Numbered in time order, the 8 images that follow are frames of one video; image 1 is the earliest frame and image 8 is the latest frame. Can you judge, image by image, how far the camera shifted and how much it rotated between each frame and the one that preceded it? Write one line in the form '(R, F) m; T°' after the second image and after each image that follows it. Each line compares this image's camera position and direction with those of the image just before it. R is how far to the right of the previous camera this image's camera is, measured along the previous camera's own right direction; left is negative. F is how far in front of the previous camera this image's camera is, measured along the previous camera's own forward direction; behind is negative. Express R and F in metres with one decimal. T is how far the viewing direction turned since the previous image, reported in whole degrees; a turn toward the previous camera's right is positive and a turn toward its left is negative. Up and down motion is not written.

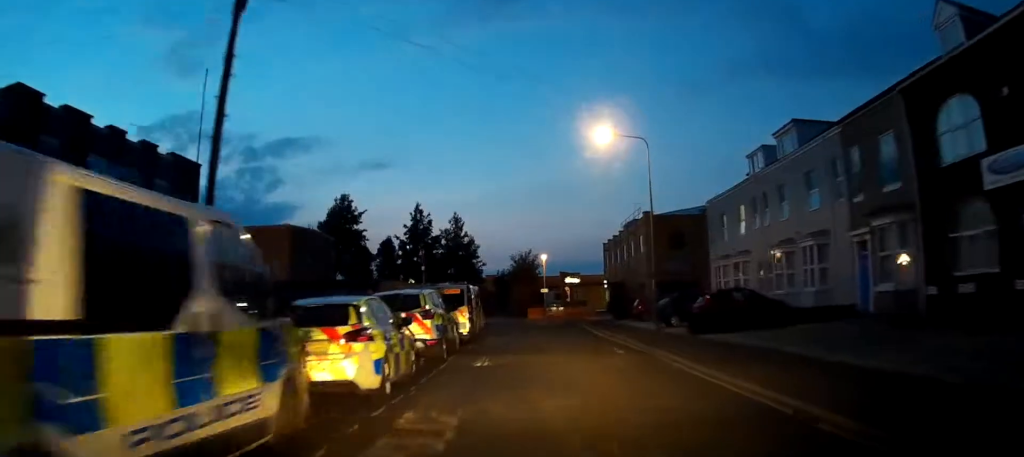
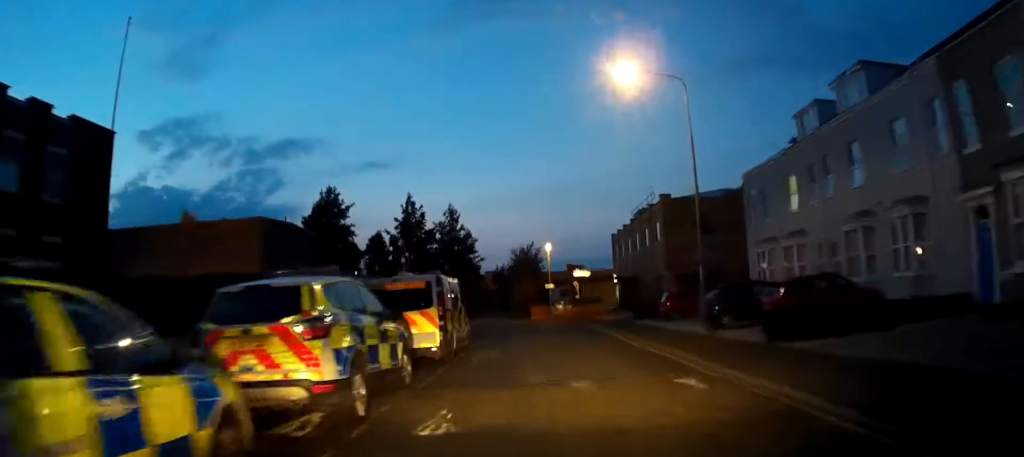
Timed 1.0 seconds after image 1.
(0.0, +7.3) m; 0°
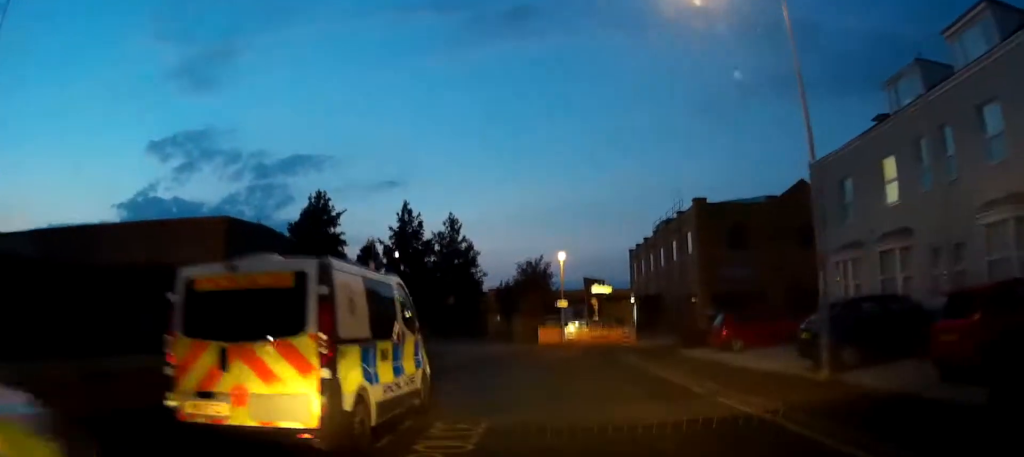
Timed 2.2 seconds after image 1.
(0.0, +8.2) m; 0°
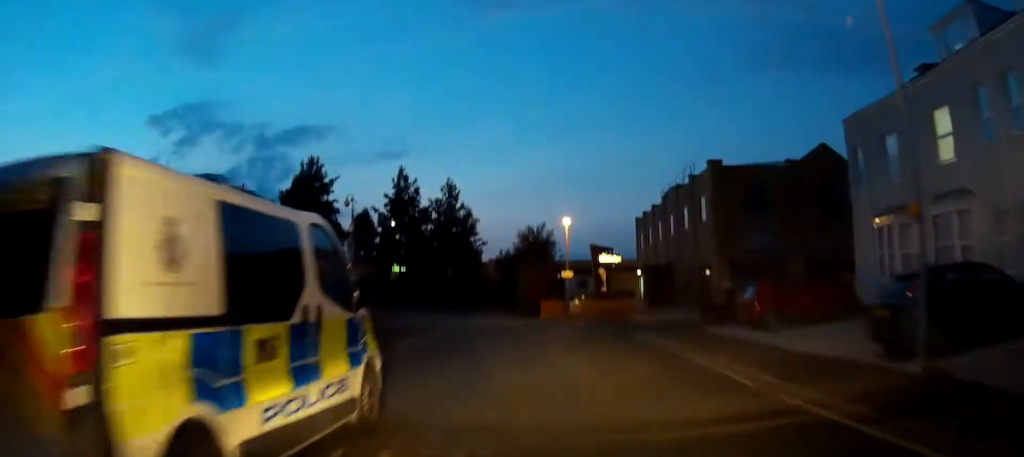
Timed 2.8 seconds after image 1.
(0.0, +3.3) m; 0°
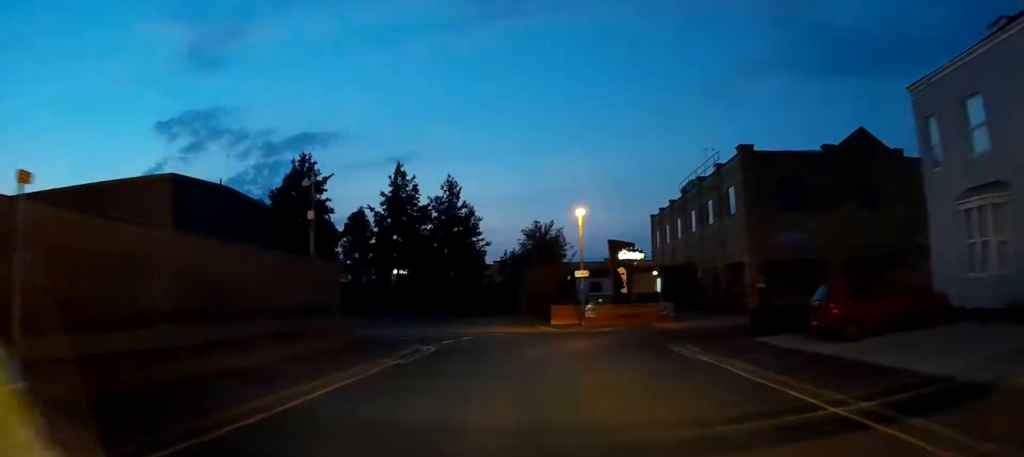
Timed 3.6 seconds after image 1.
(+0.1, +4.7) m; -2°
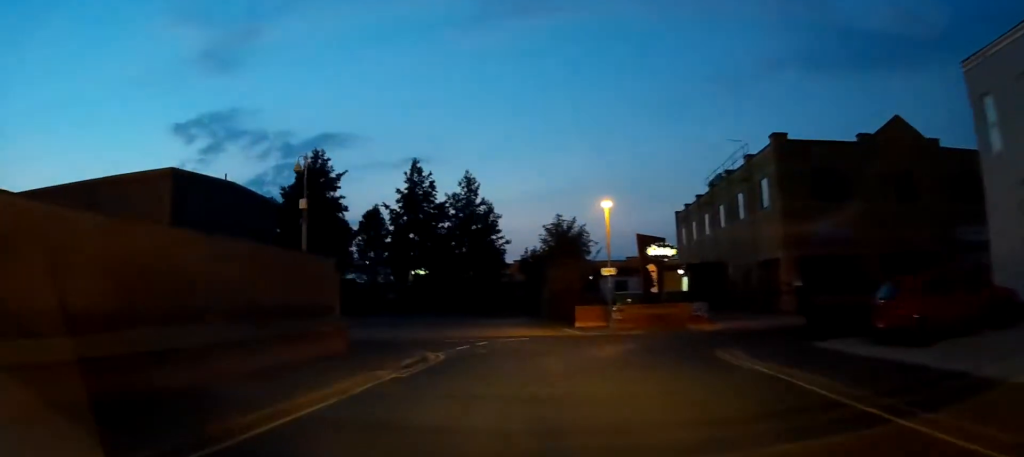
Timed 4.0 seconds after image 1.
(0.0, +2.2) m; -1°
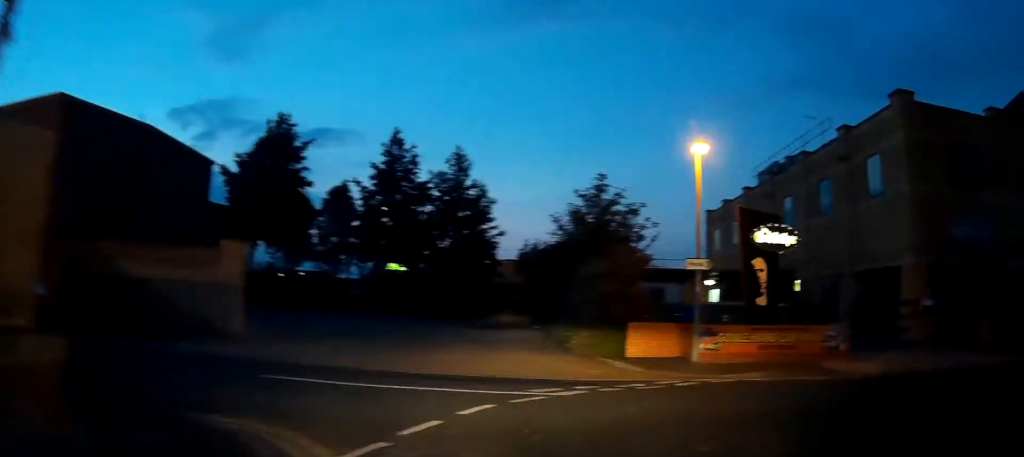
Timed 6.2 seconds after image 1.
(-0.2, +11.9) m; +8°
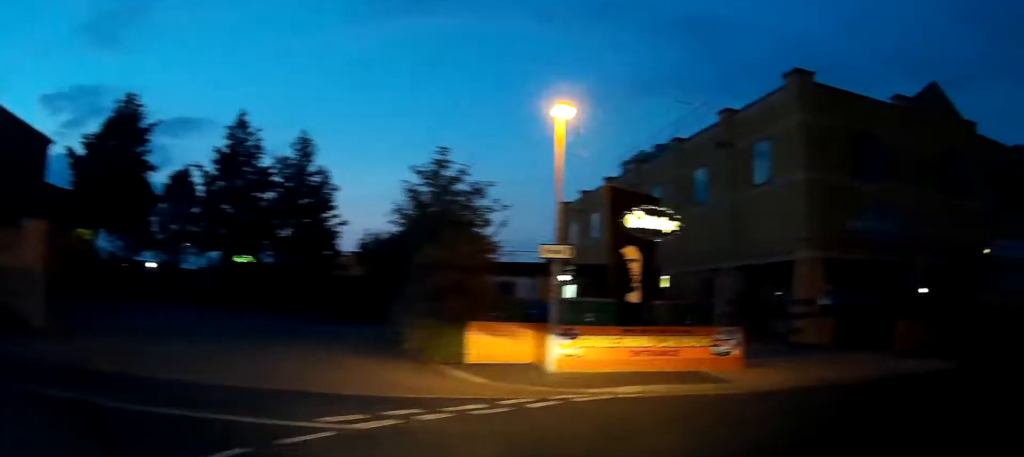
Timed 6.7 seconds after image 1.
(-0.1, +3.1) m; +9°
